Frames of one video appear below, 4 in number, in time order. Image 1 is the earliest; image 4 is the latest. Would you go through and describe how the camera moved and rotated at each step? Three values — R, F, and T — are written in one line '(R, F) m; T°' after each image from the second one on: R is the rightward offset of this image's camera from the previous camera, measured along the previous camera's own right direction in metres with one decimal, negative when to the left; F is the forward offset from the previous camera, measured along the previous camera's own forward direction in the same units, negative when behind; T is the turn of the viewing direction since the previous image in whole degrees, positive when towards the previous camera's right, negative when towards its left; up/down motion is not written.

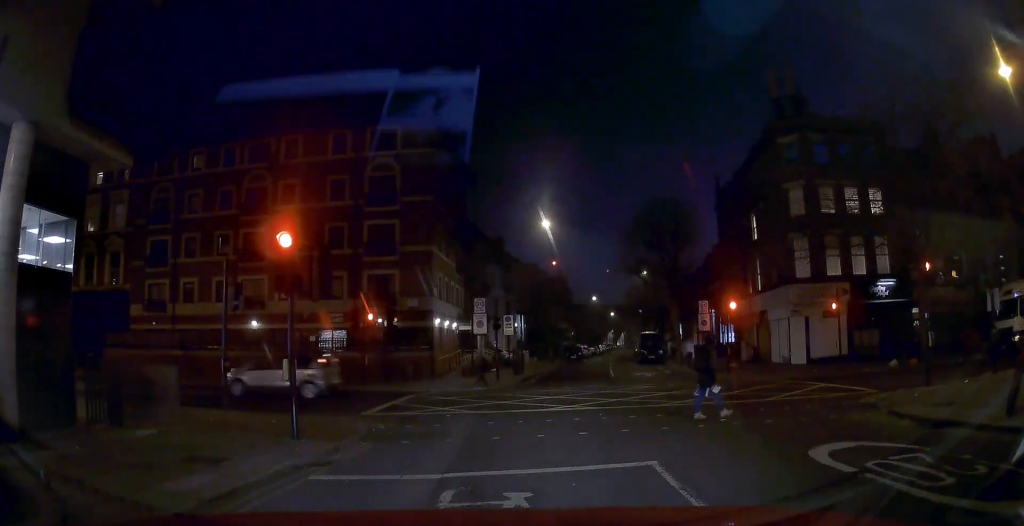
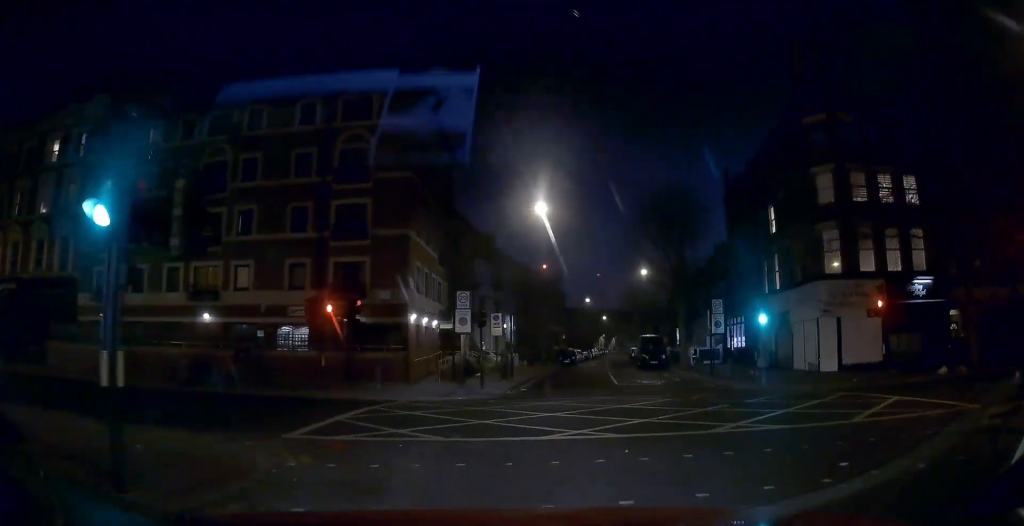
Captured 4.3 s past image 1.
(0.0, 0.0) m; 0°
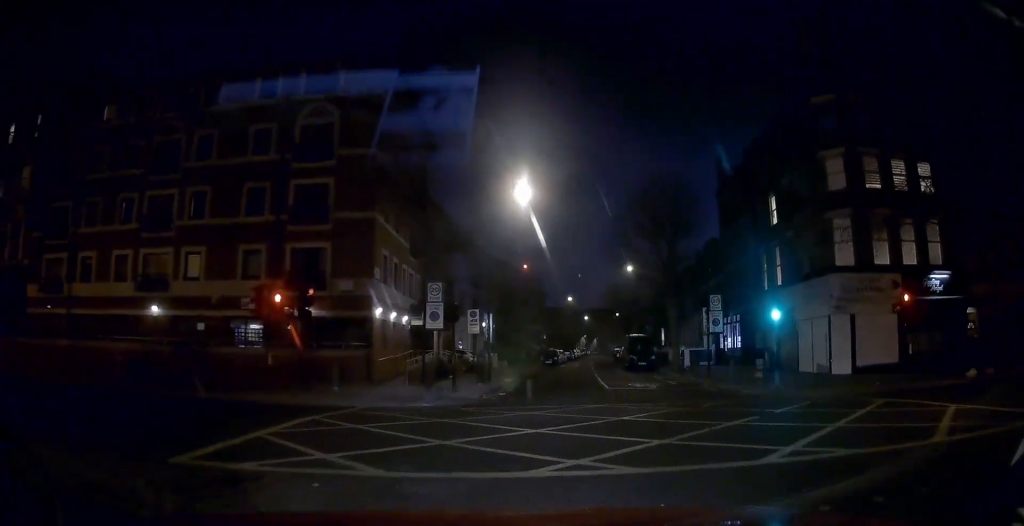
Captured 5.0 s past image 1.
(0.0, +0.3) m; 0°
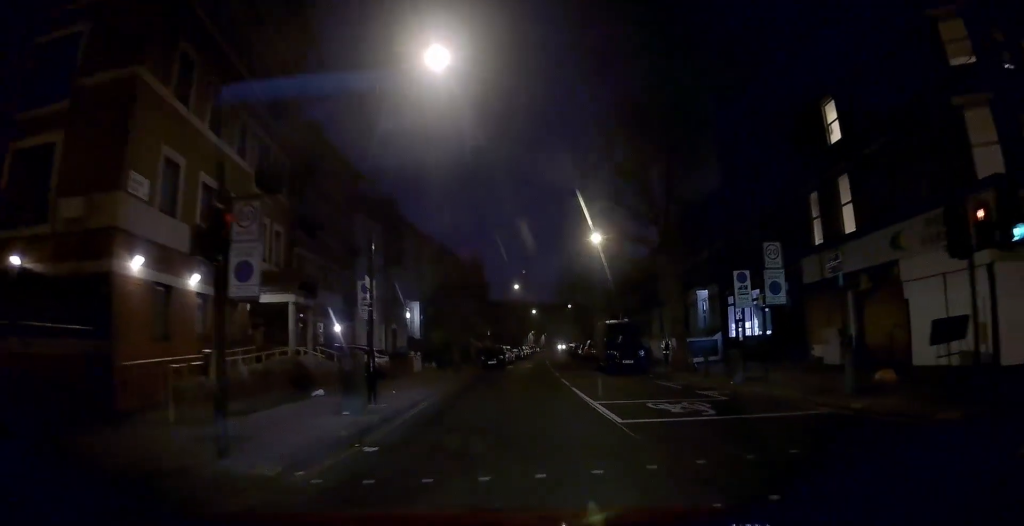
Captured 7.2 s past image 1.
(-0.1, +8.9) m; -1°
